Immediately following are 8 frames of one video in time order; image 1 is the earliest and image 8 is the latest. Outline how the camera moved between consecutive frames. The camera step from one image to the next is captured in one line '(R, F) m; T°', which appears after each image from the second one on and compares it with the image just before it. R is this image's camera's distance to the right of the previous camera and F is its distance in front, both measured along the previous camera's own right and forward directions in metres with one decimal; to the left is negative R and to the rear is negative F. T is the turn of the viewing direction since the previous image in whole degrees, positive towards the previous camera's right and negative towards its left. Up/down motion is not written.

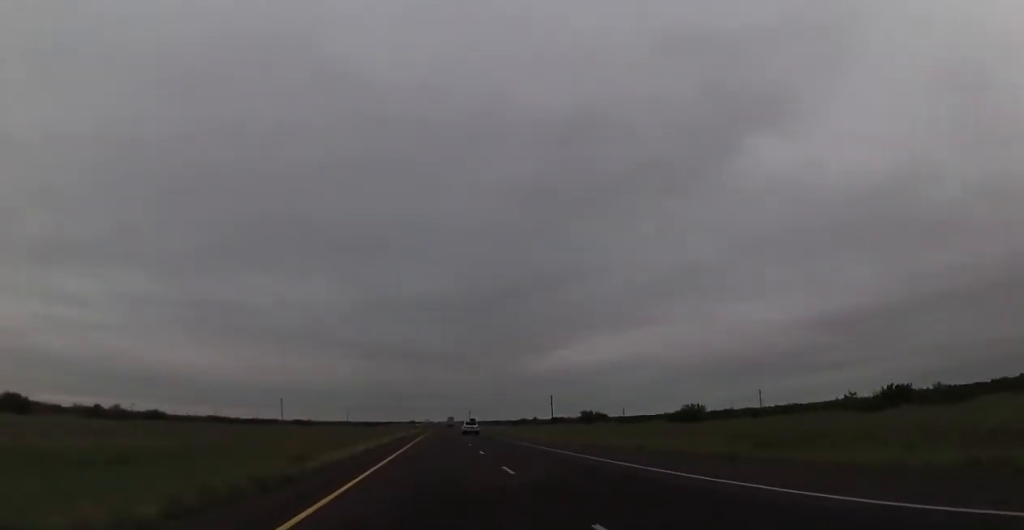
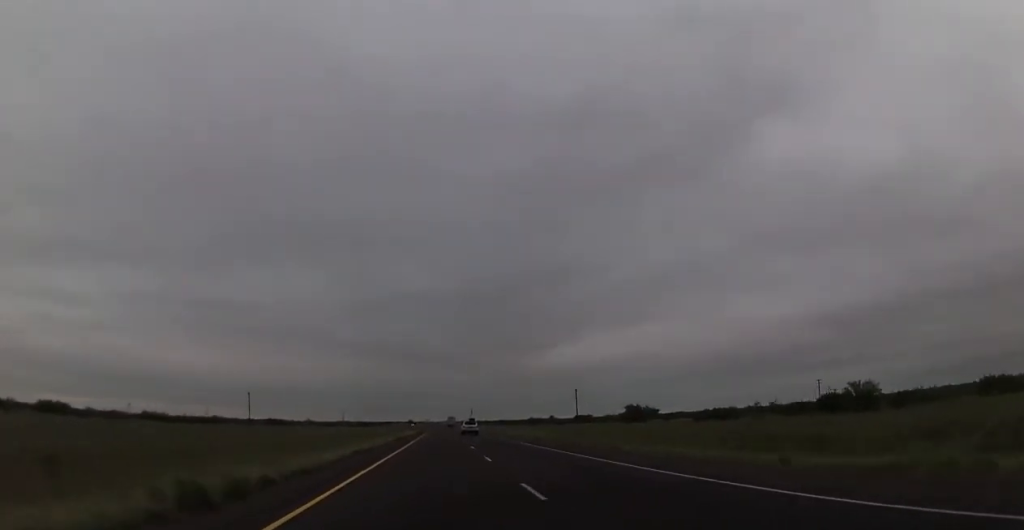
(+0.1, +42.3) m; 0°
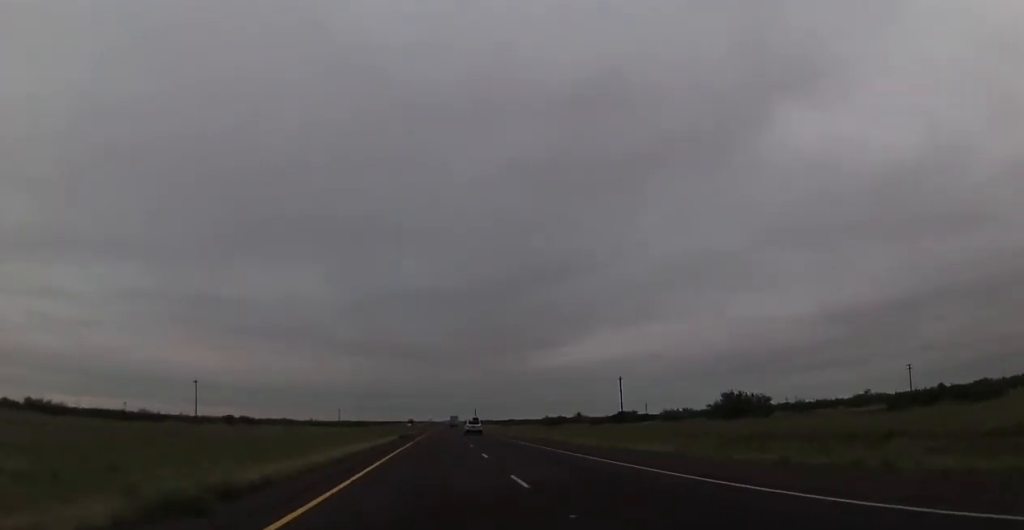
(-0.3, +46.2) m; 0°
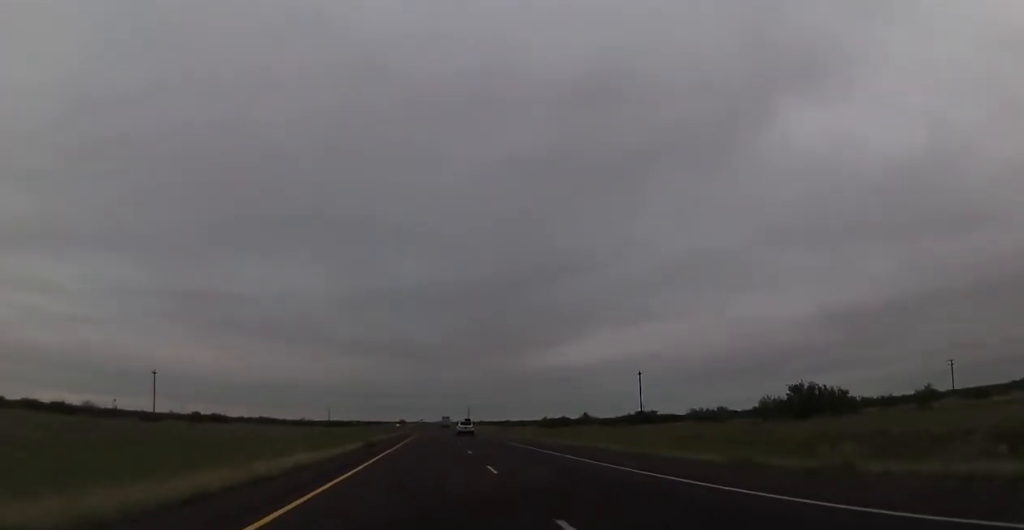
(+0.2, +19.9) m; 0°
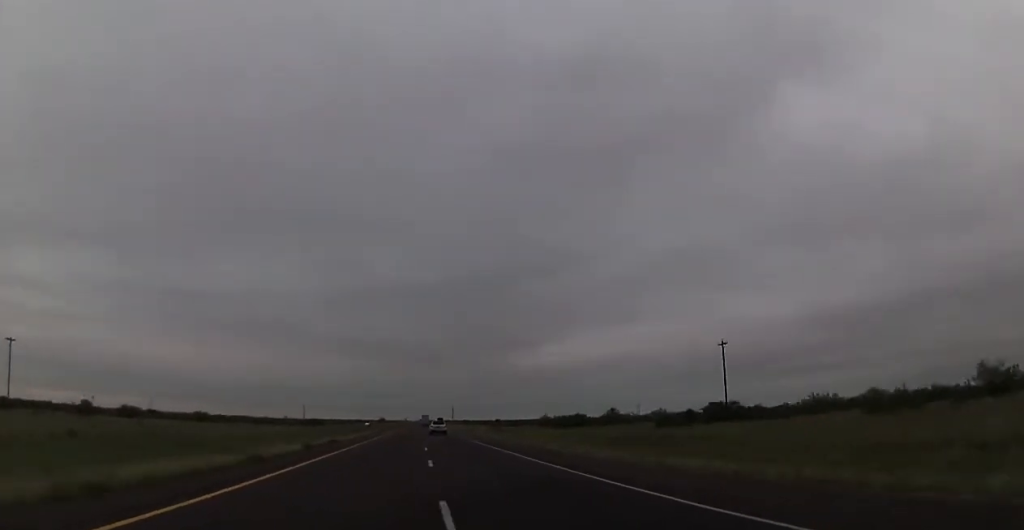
(+0.2, +46.1) m; 0°
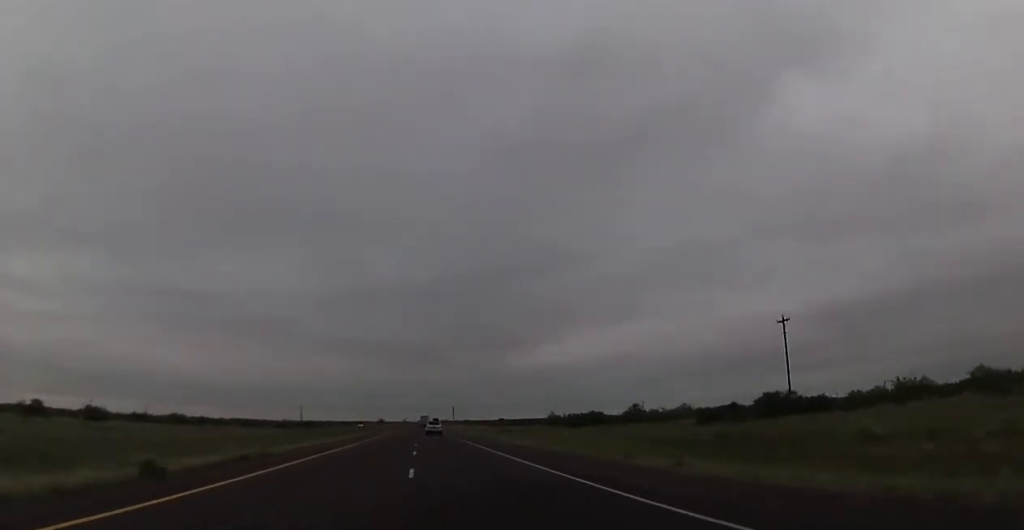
(0.0, +16.3) m; 0°
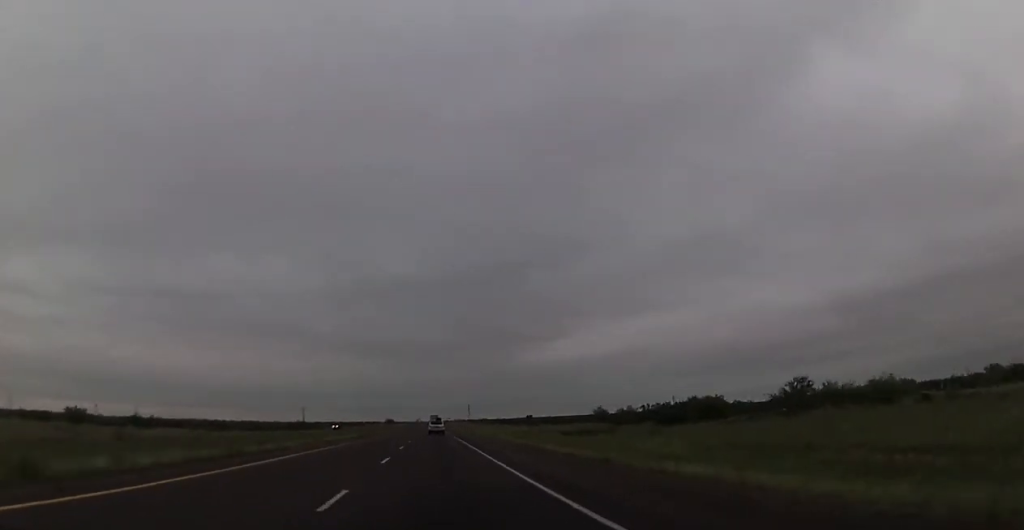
(+0.6, +54.9) m; +1°
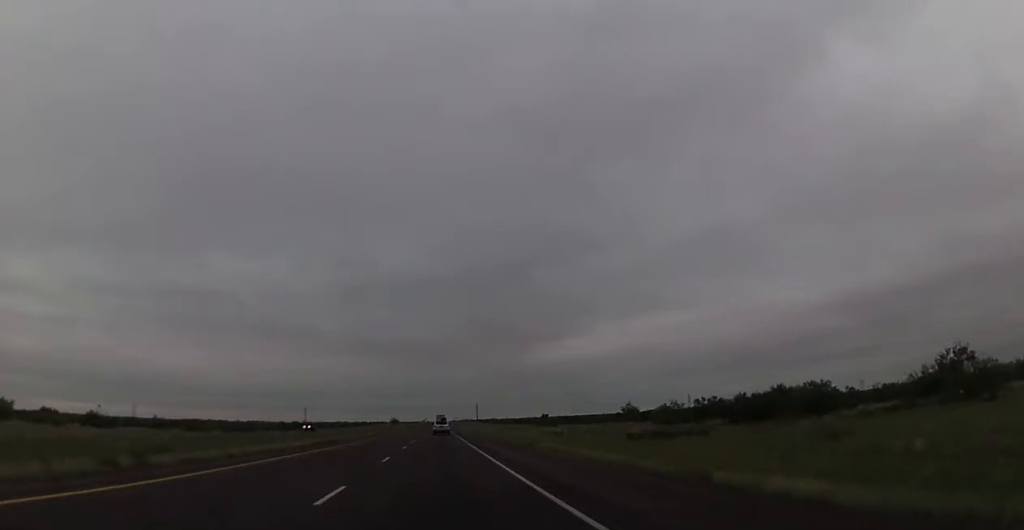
(0.0, +23.7) m; 0°
